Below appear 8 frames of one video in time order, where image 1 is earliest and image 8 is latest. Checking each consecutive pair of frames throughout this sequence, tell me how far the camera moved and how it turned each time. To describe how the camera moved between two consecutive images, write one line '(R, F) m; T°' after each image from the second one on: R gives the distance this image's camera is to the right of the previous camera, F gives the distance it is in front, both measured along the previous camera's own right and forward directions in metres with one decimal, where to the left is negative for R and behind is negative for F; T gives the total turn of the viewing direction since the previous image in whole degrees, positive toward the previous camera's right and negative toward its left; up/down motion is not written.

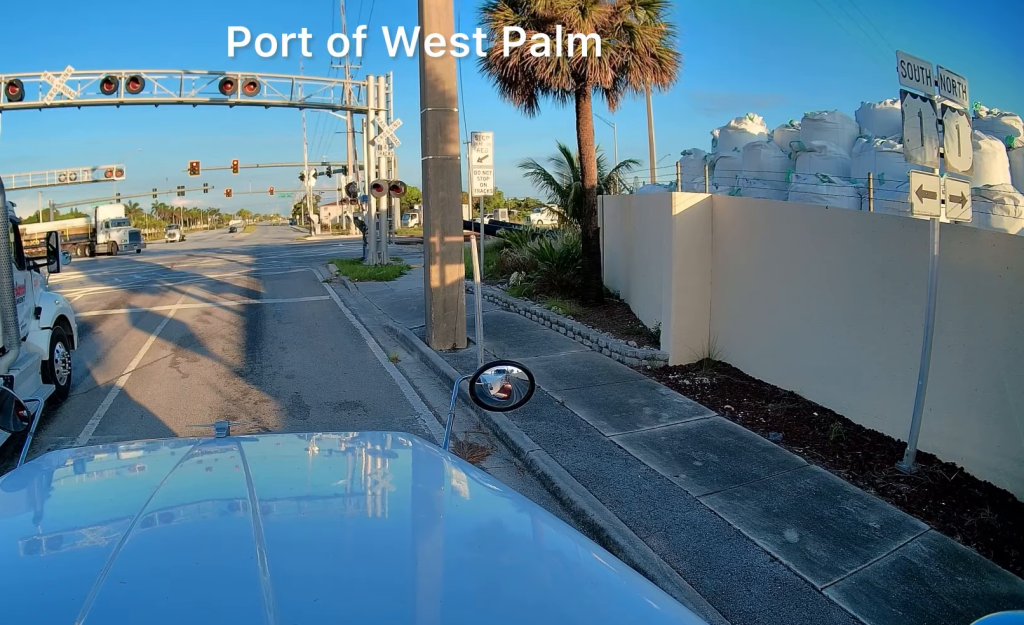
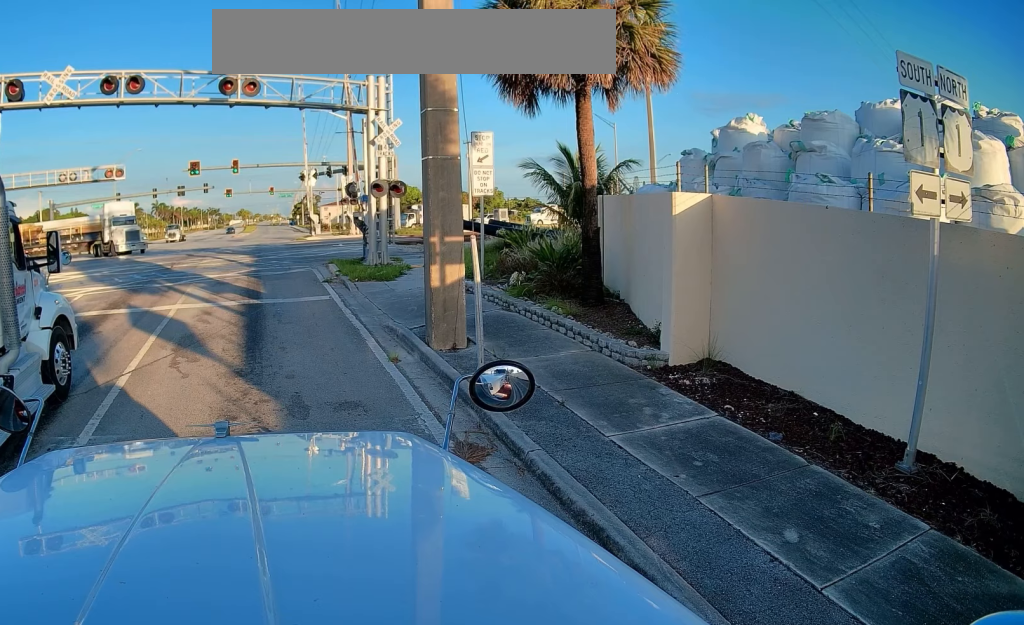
(0.0, +0.2) m; 0°
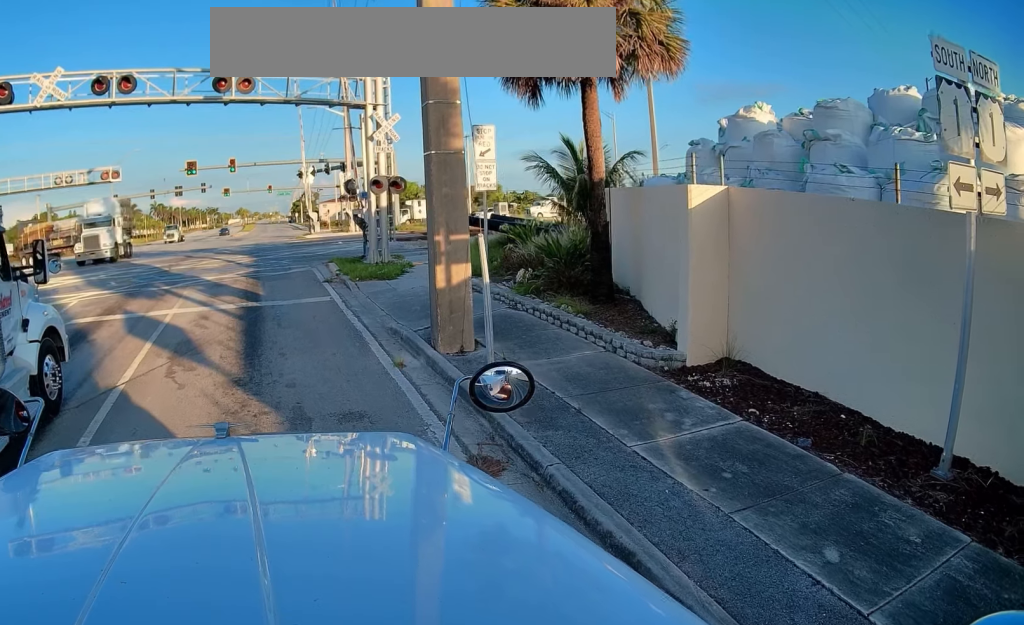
(0.0, +1.1) m; 0°
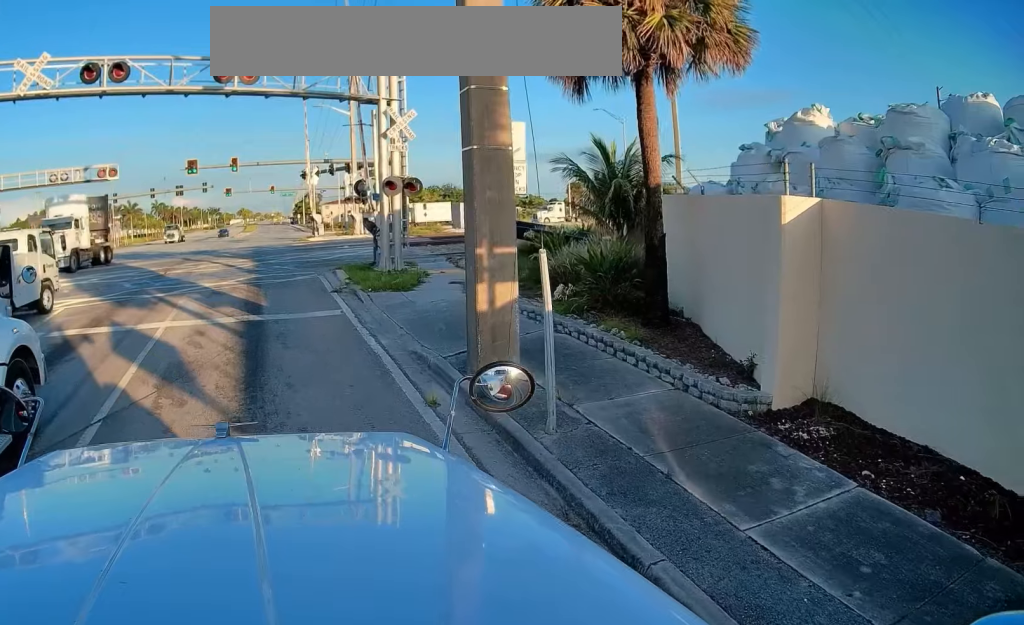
(0.0, +1.4) m; 0°
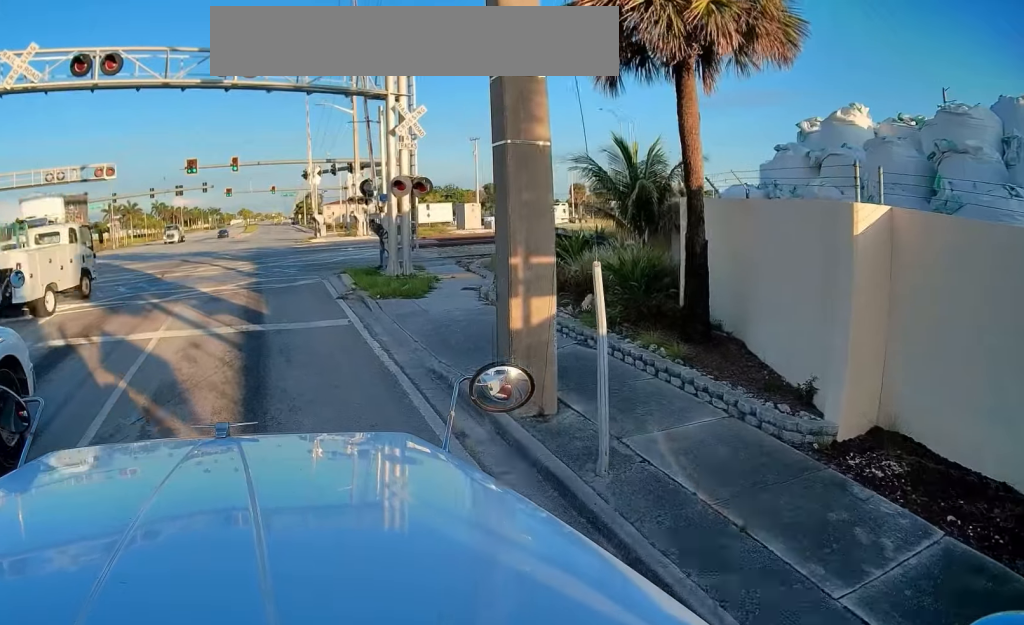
(0.0, +0.6) m; 0°
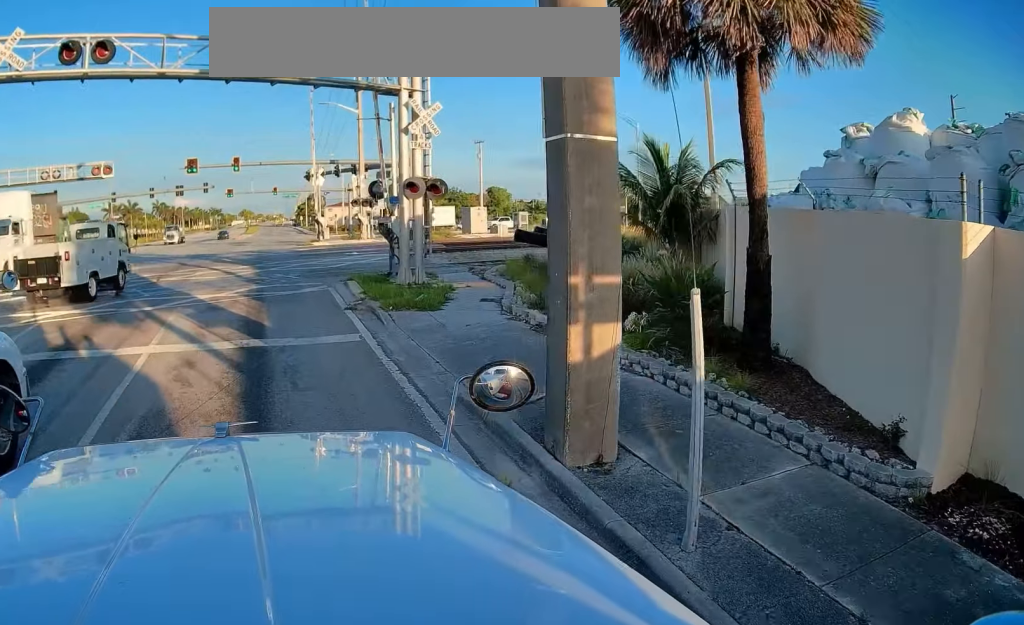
(0.0, +1.1) m; 0°
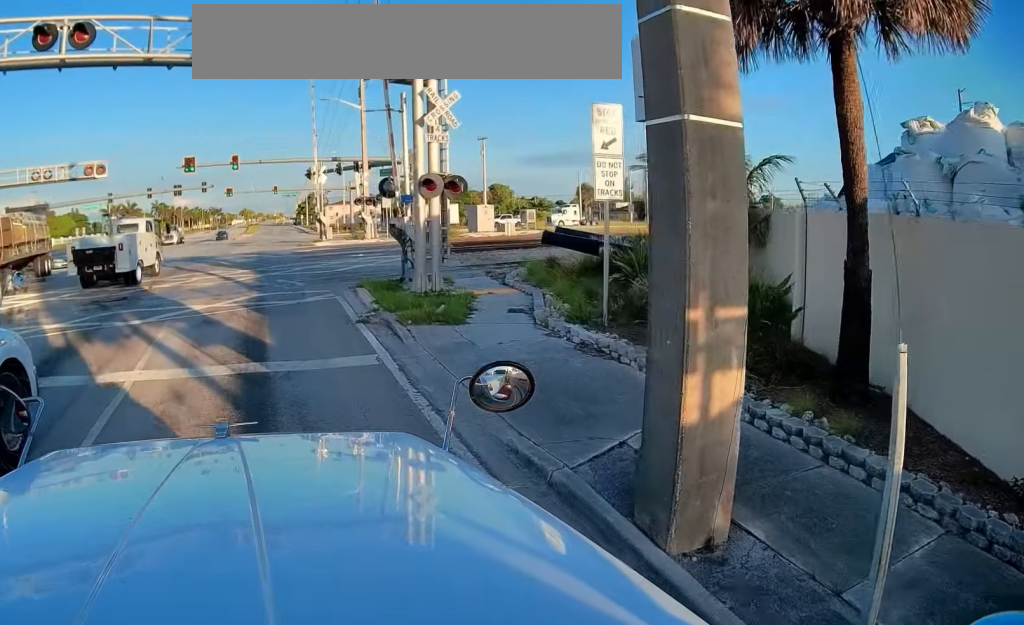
(0.0, +1.8) m; 0°
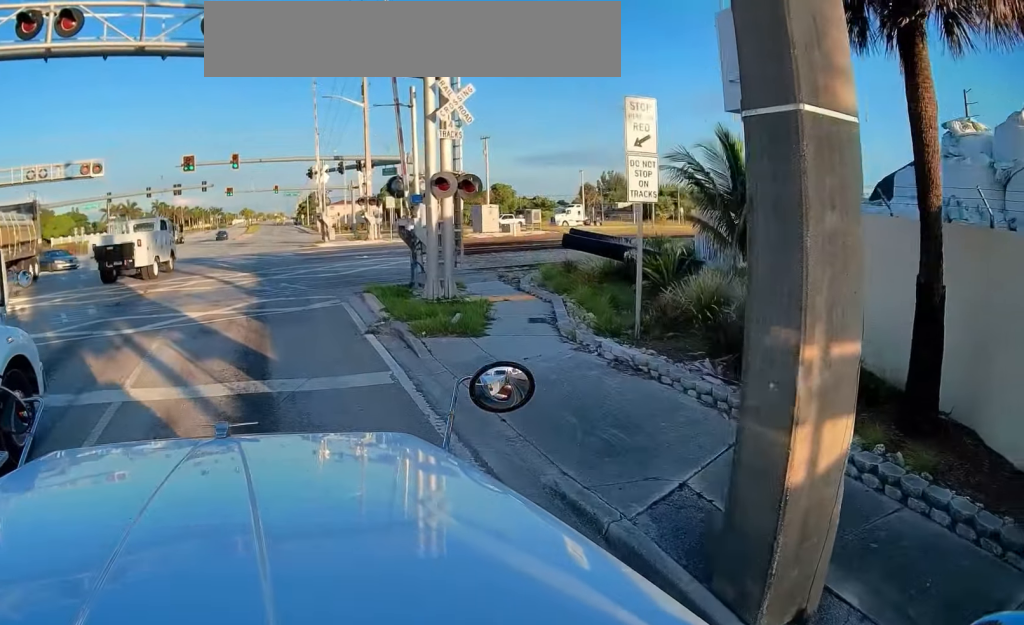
(0.0, +0.9) m; 0°
